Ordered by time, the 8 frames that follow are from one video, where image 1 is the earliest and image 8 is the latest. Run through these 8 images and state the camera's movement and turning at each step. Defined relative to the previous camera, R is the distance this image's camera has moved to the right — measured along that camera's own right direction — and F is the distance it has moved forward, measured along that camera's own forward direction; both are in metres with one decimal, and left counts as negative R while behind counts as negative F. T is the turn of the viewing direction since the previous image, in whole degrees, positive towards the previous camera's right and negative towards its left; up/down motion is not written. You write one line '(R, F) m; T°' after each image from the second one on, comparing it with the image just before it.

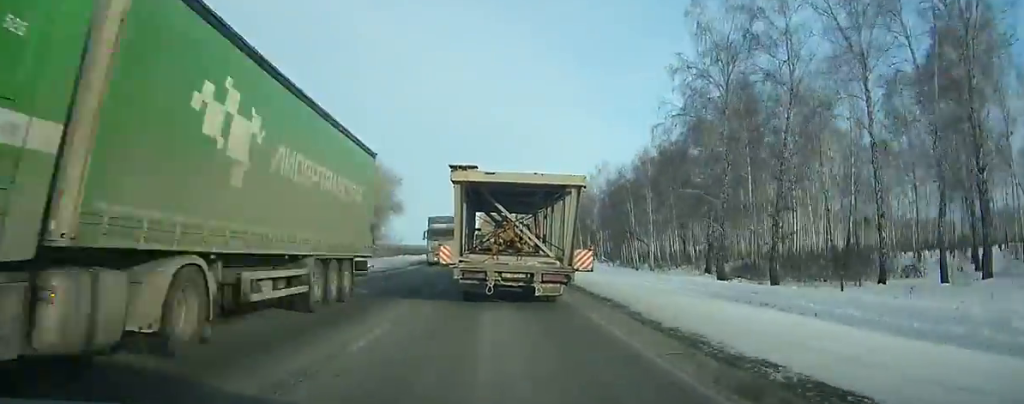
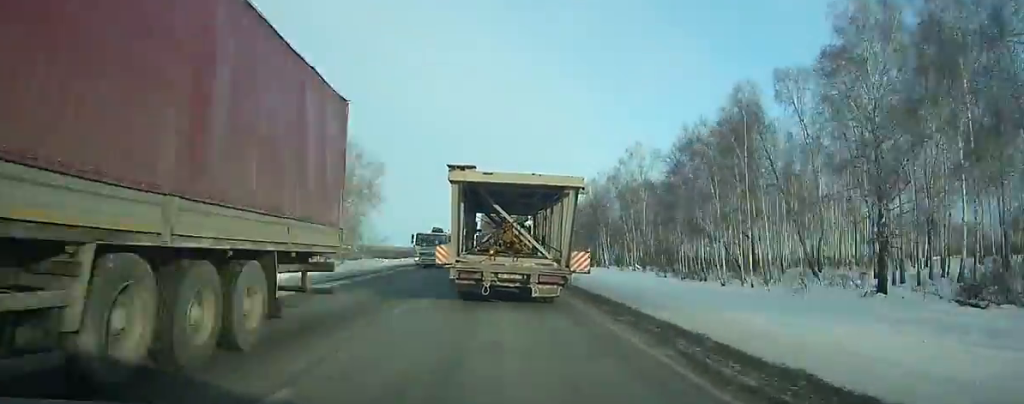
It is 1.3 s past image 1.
(0.0, +29.1) m; 0°
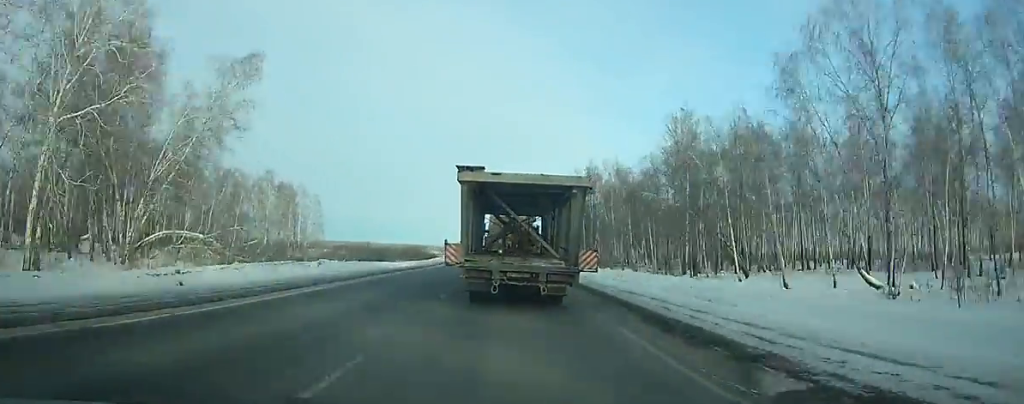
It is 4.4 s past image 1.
(+0.1, +69.3) m; 0°
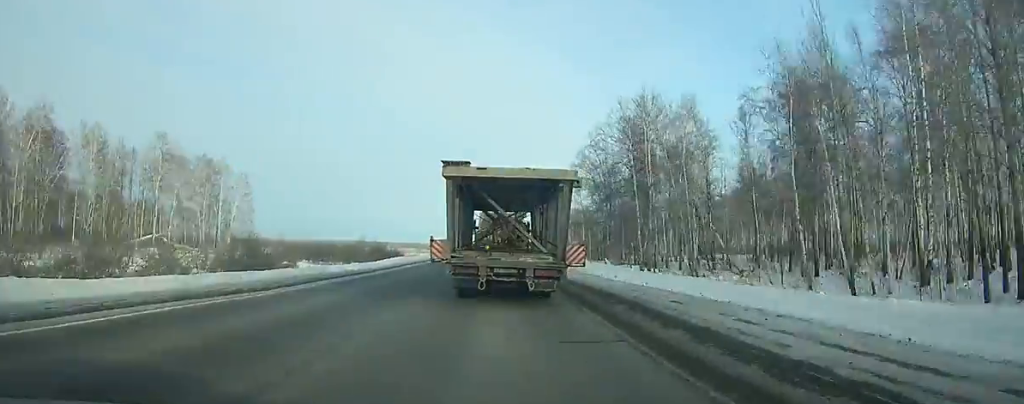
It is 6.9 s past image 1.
(0.0, +55.9) m; 0°
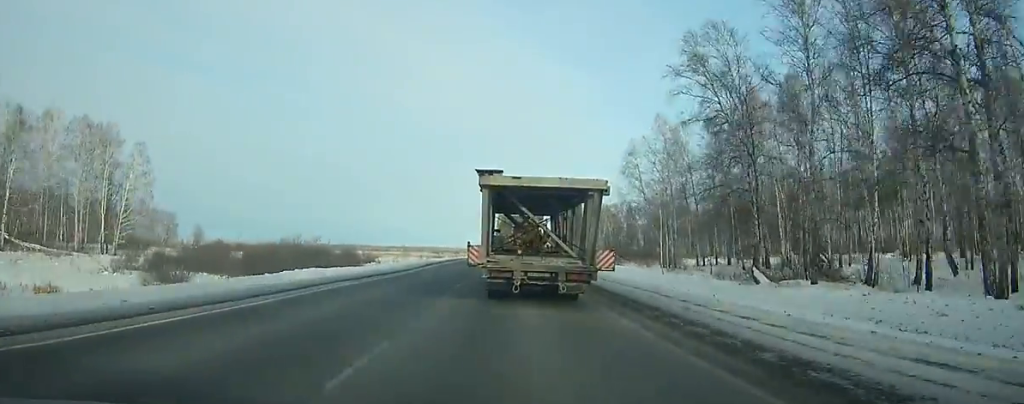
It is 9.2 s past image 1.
(0.0, +51.3) m; 0°
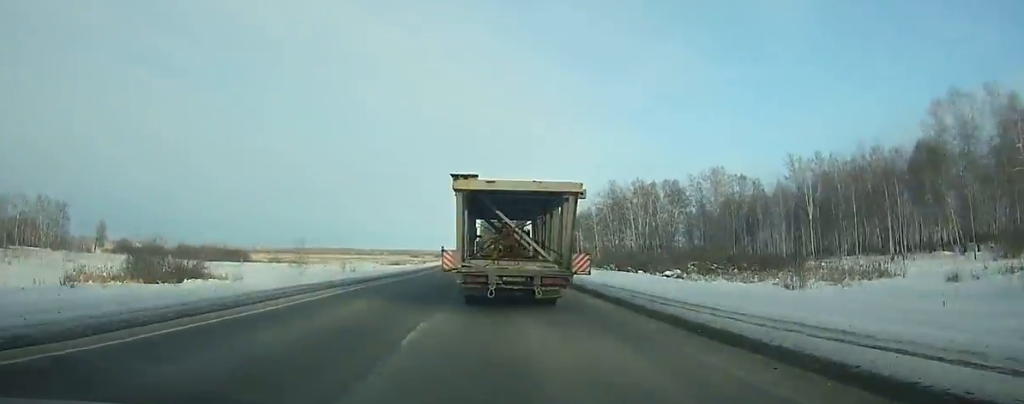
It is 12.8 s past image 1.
(+0.1, +80.4) m; 0°
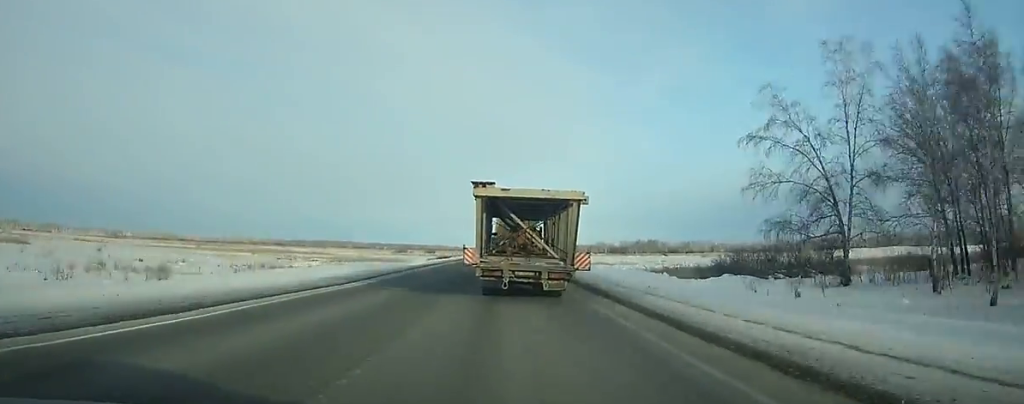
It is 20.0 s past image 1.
(-1.2, +161.6) m; 0°
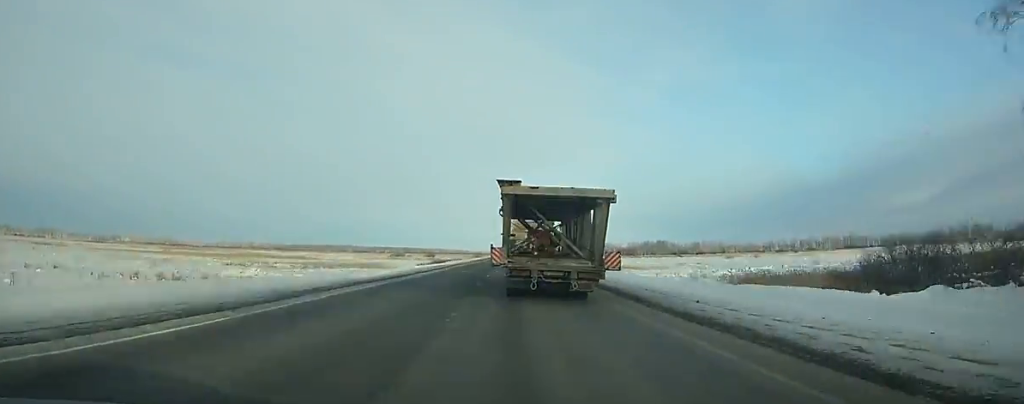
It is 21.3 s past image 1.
(+0.1, +29.4) m; 0°
